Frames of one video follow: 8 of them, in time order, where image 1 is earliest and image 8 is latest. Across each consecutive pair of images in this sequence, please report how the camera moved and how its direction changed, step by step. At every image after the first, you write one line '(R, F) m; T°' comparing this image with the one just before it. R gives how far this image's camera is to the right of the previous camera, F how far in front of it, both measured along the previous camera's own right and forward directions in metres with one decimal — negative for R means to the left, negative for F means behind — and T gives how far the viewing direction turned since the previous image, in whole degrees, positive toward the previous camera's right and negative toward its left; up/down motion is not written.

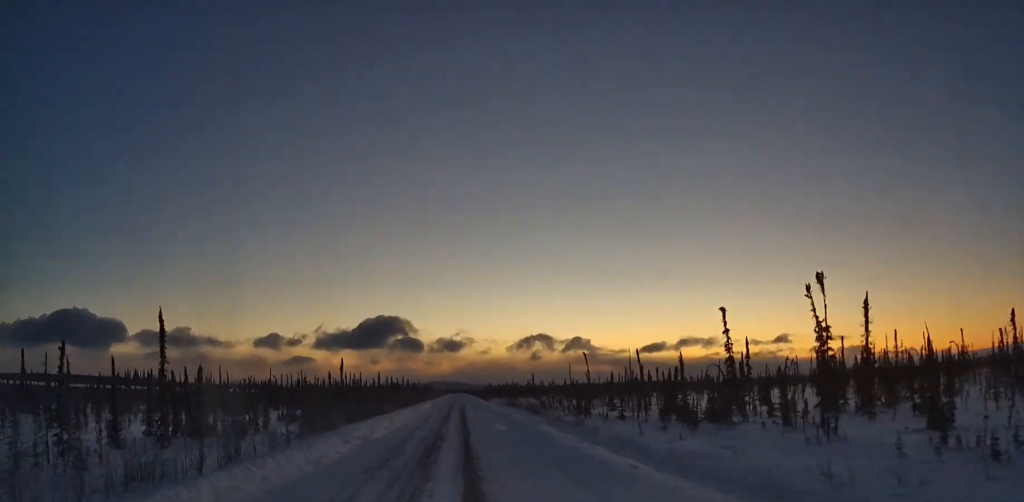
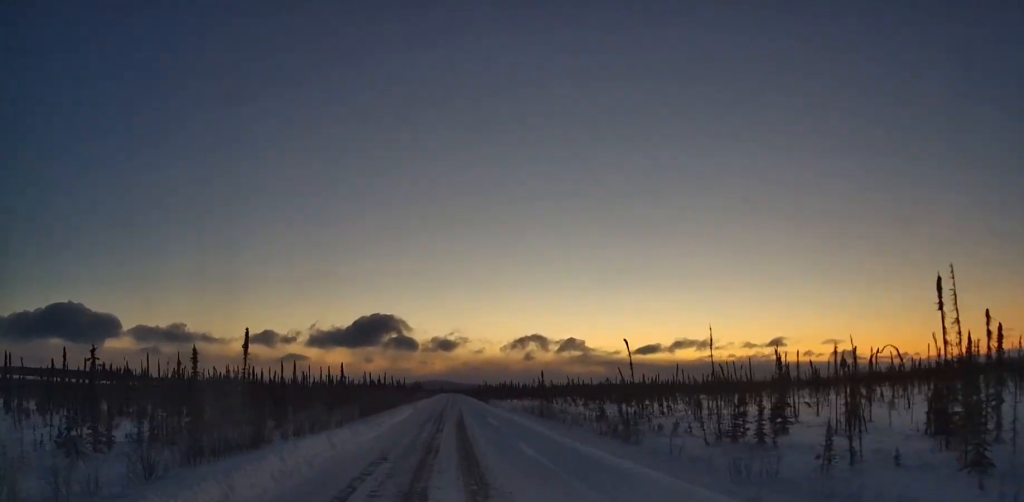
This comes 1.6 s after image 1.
(+0.3, +40.8) m; 0°
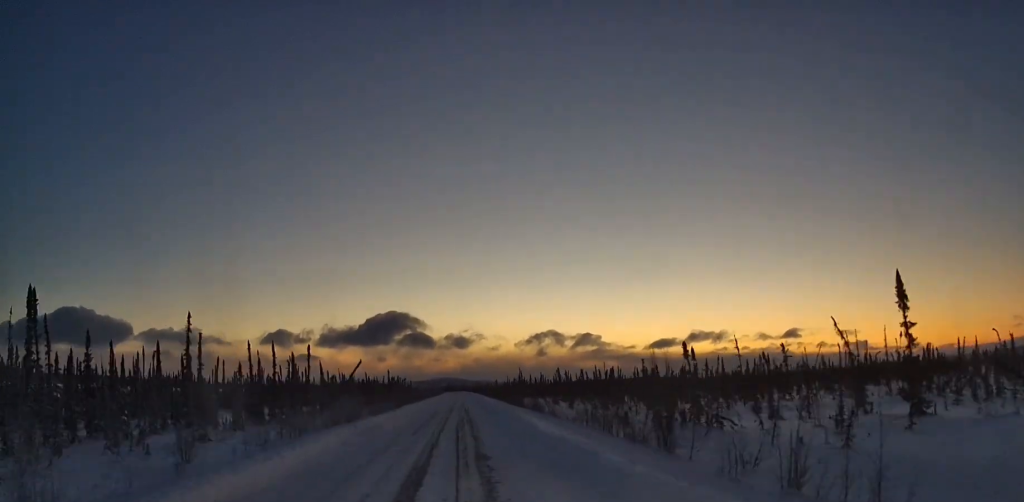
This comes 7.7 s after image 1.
(-0.4, +153.2) m; 0°
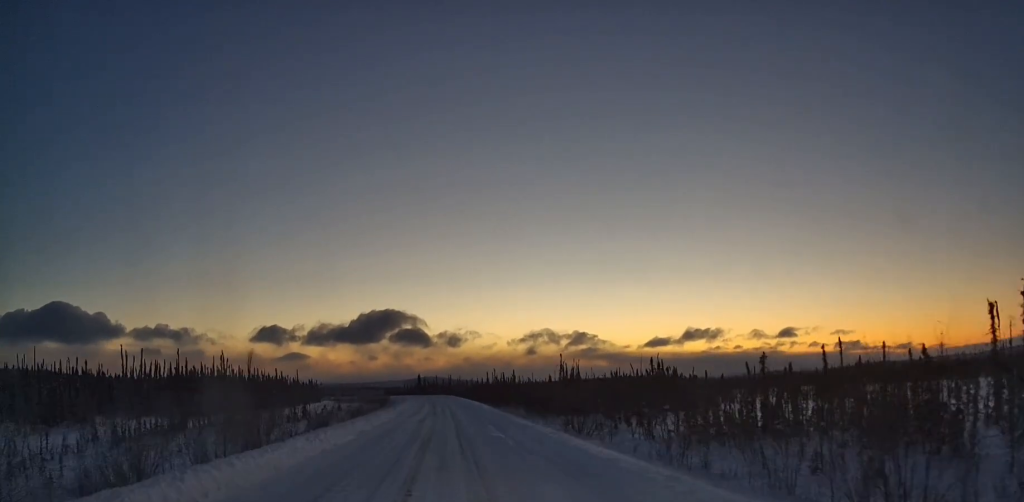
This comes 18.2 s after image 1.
(-0.4, +264.4) m; 0°
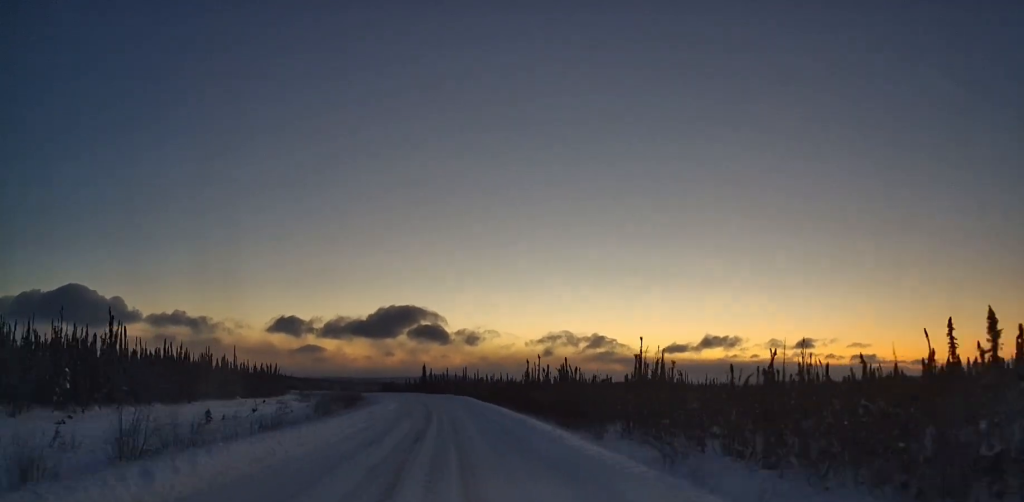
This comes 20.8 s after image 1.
(0.0, +63.8) m; -4°
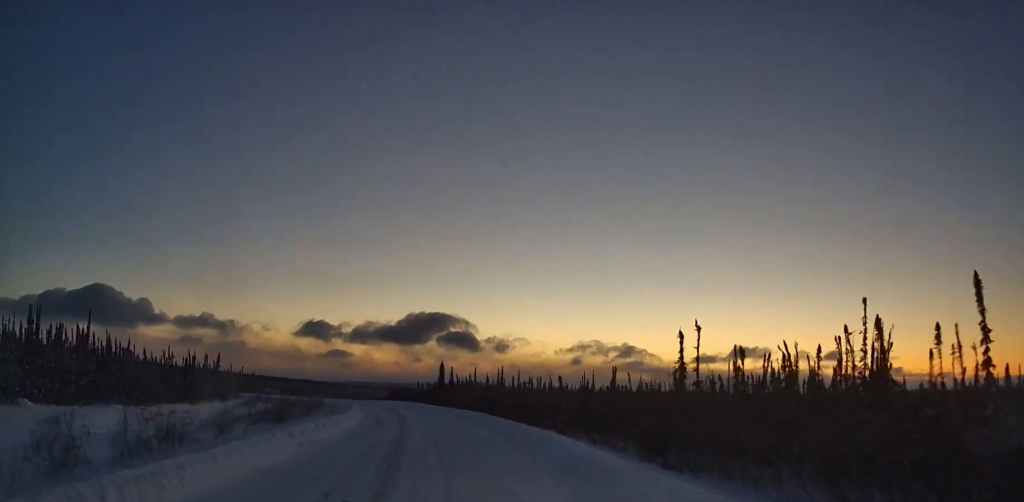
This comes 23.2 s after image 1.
(-0.3, +59.3) m; -4°
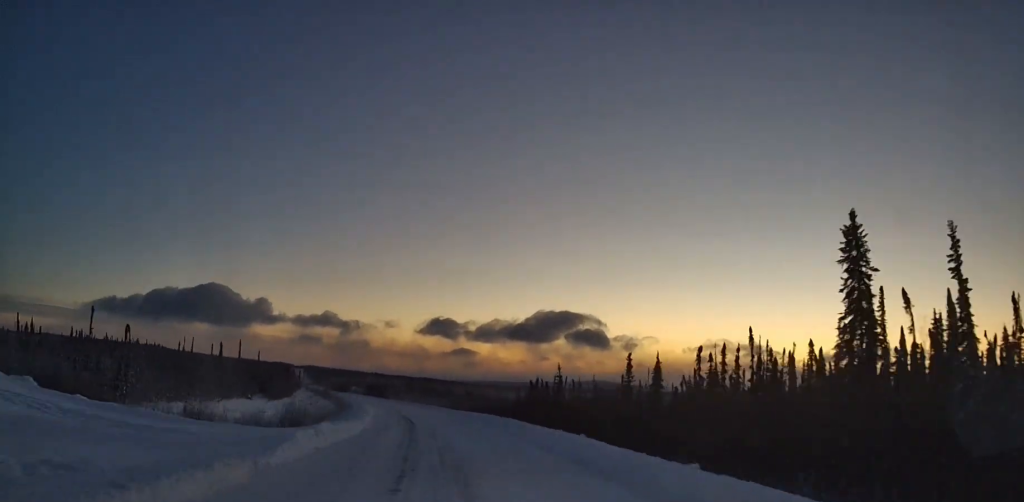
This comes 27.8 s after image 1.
(-11.3, +113.8) m; -6°
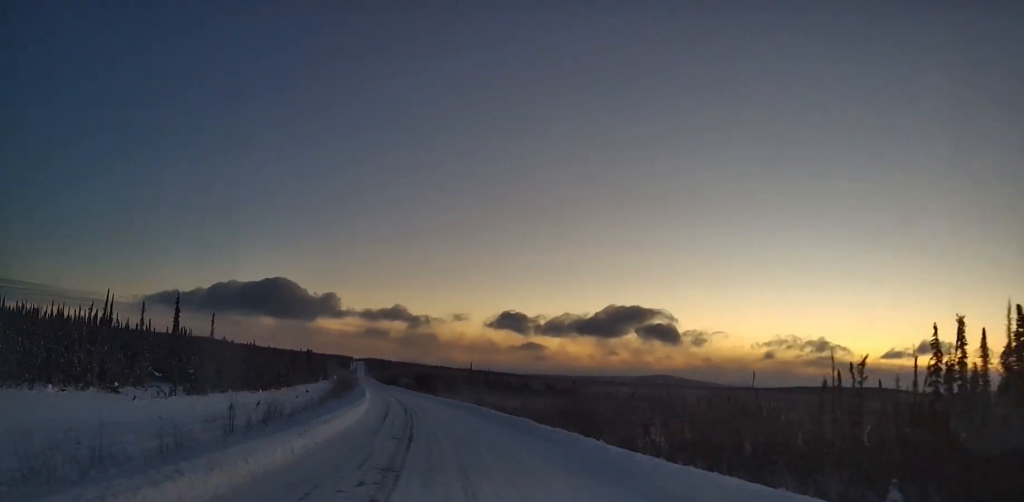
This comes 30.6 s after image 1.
(0.0, +66.5) m; 0°
